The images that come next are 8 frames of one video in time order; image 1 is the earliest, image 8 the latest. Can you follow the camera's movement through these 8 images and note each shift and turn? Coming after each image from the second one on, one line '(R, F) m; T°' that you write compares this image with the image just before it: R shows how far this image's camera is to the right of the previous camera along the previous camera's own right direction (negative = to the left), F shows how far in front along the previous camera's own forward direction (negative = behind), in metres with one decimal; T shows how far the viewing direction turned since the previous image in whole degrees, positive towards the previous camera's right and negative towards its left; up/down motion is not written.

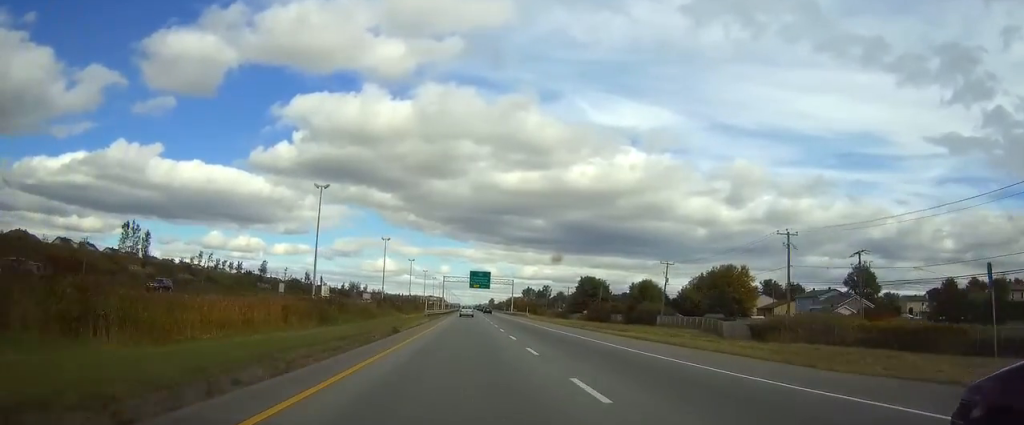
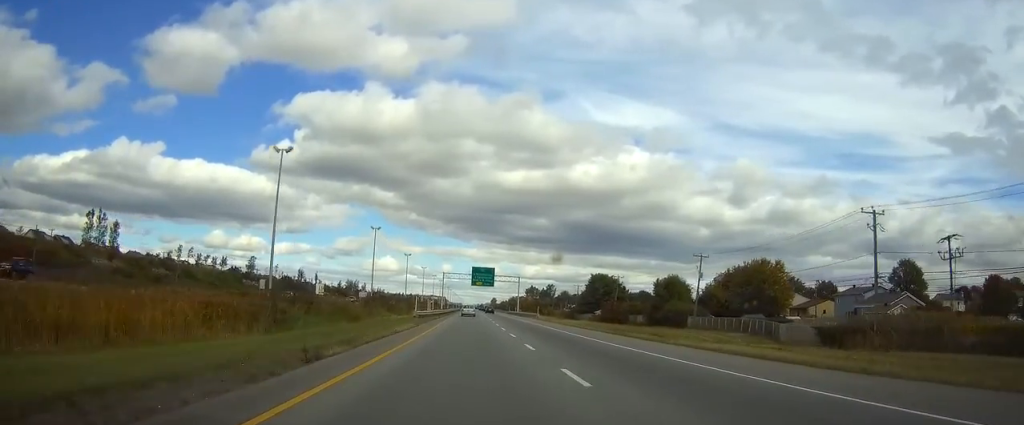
(0.0, +15.8) m; 0°
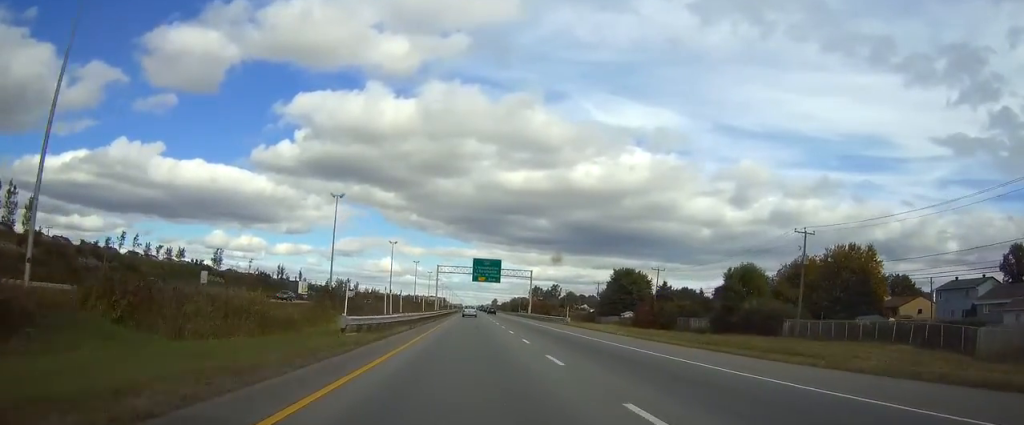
(0.0, +31.7) m; 0°
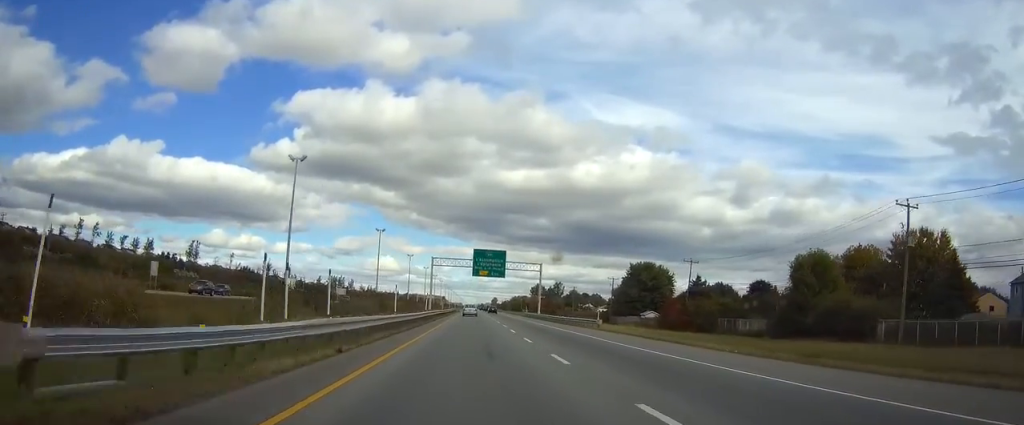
(0.0, +18.2) m; 0°
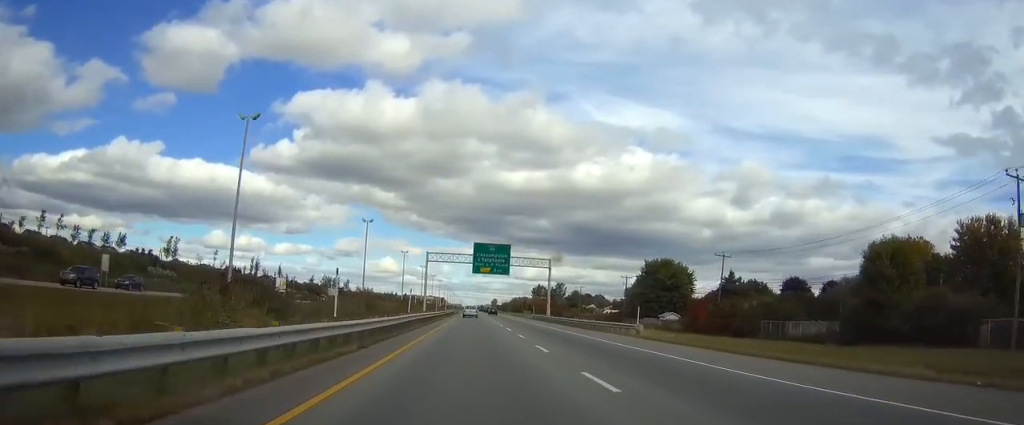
(0.0, +13.6) m; 0°
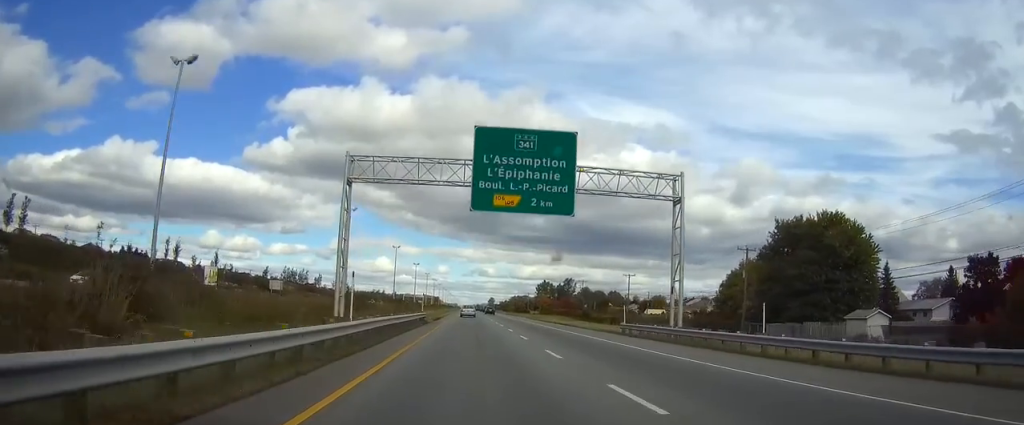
(-0.1, +65.1) m; 0°
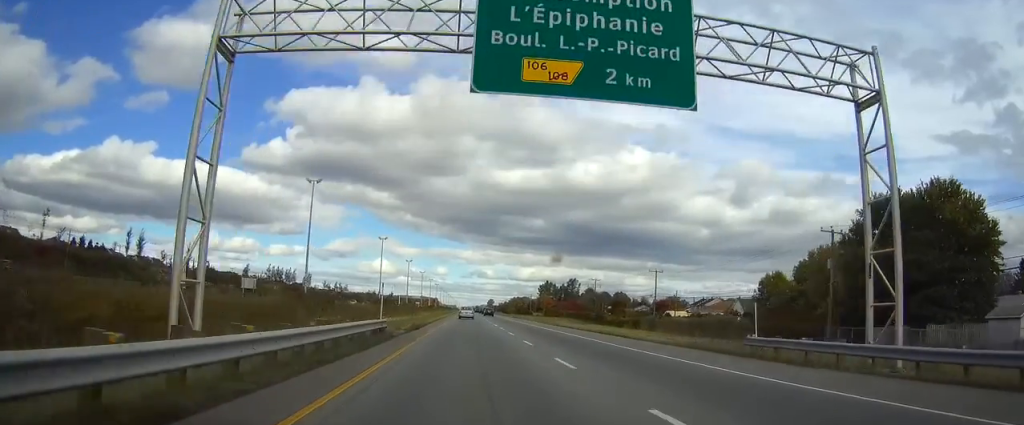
(0.0, +20.6) m; 0°
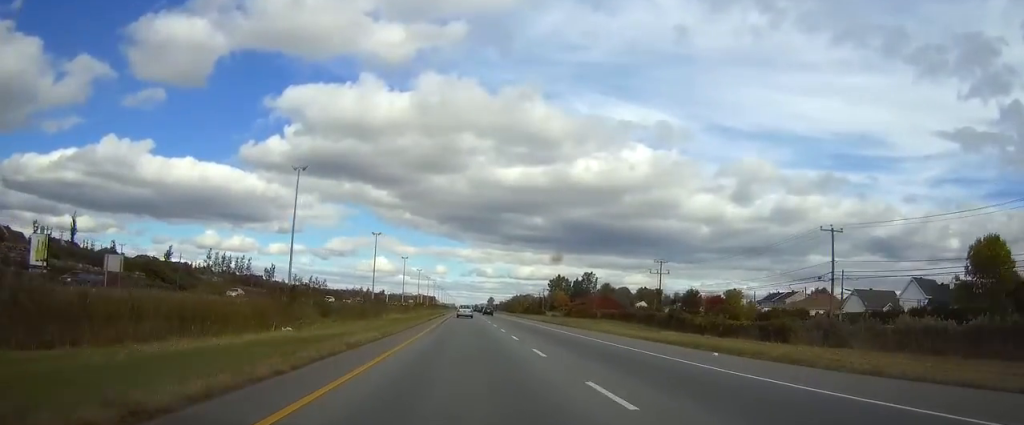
(+0.2, +59.7) m; 0°
